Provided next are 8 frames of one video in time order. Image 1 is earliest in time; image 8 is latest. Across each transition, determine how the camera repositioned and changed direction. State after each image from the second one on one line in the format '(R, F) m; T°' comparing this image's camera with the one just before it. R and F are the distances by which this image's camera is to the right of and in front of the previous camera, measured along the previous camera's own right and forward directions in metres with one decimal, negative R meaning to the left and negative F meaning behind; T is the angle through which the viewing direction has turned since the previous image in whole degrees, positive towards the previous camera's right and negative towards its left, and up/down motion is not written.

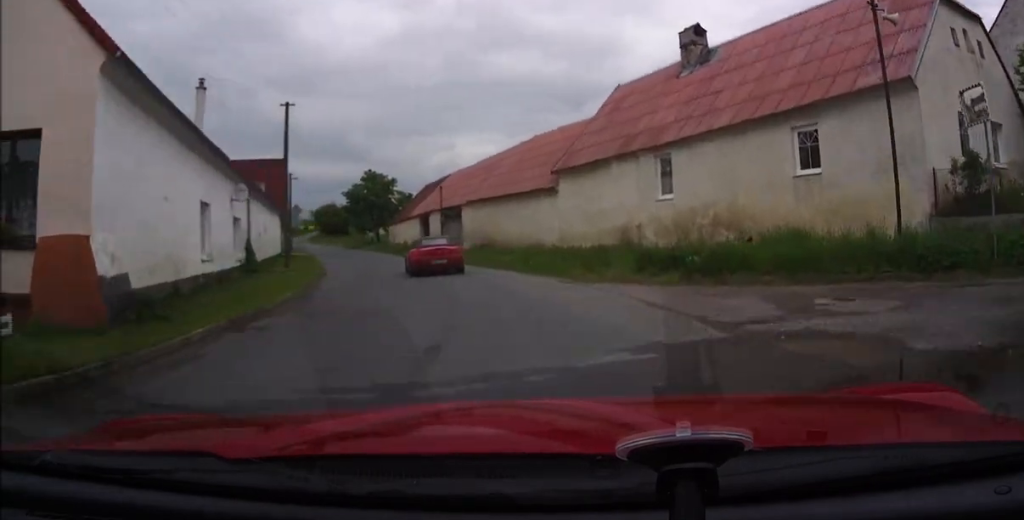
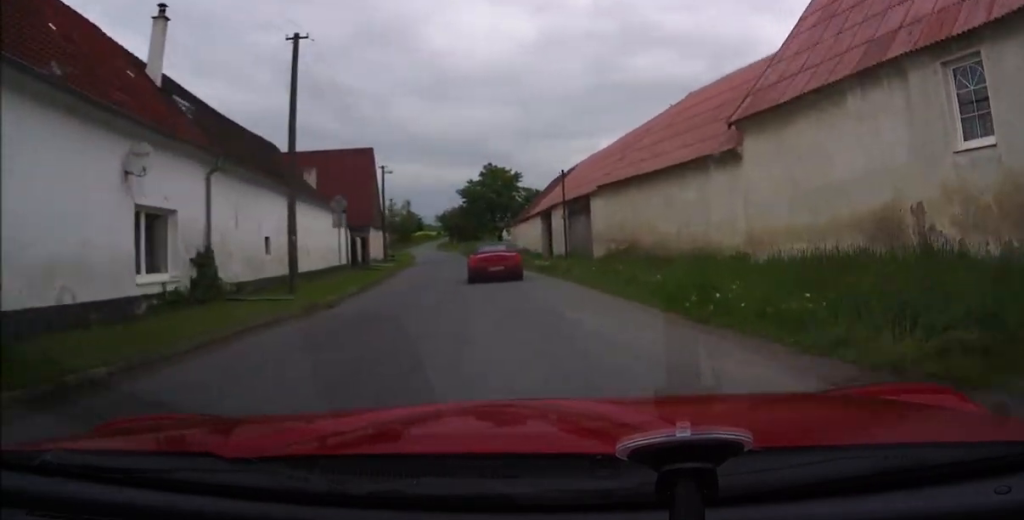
(+0.3, +12.0) m; -2°
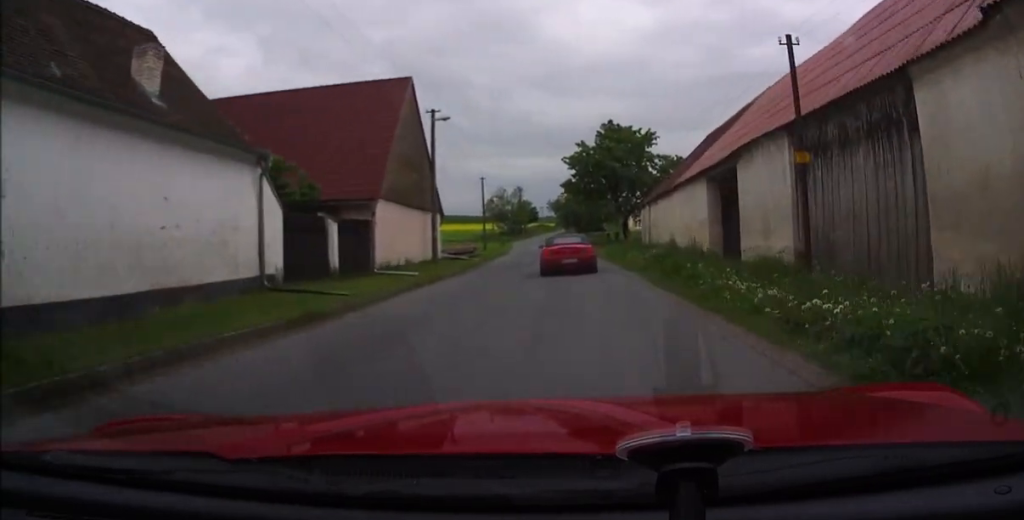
(-1.7, +19.8) m; -12°
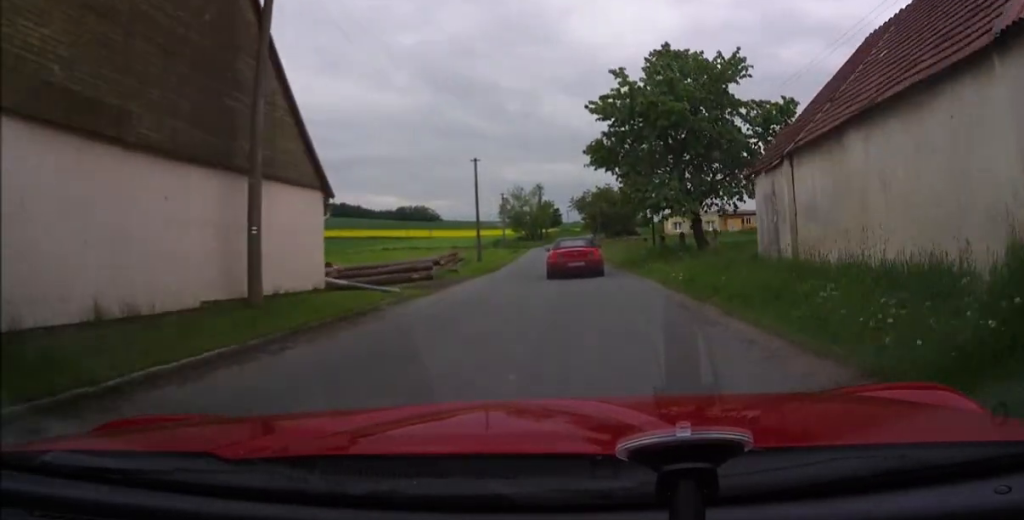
(-1.8, +19.8) m; -7°
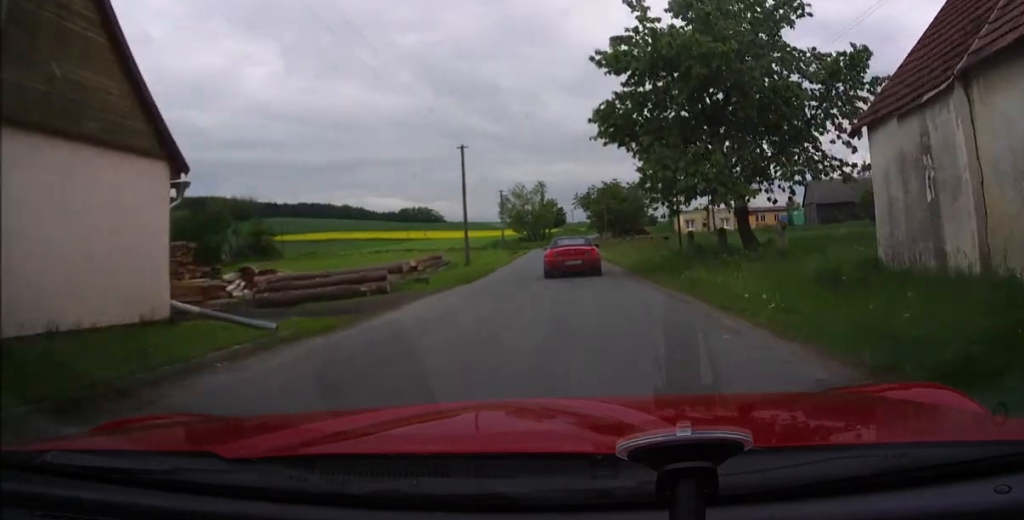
(-0.1, +7.0) m; -1°
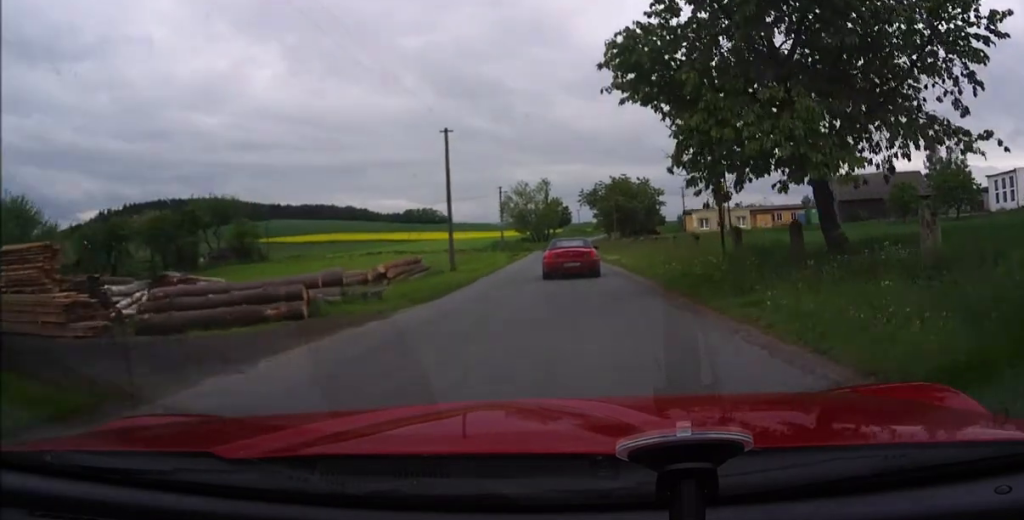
(-0.1, +6.6) m; -1°
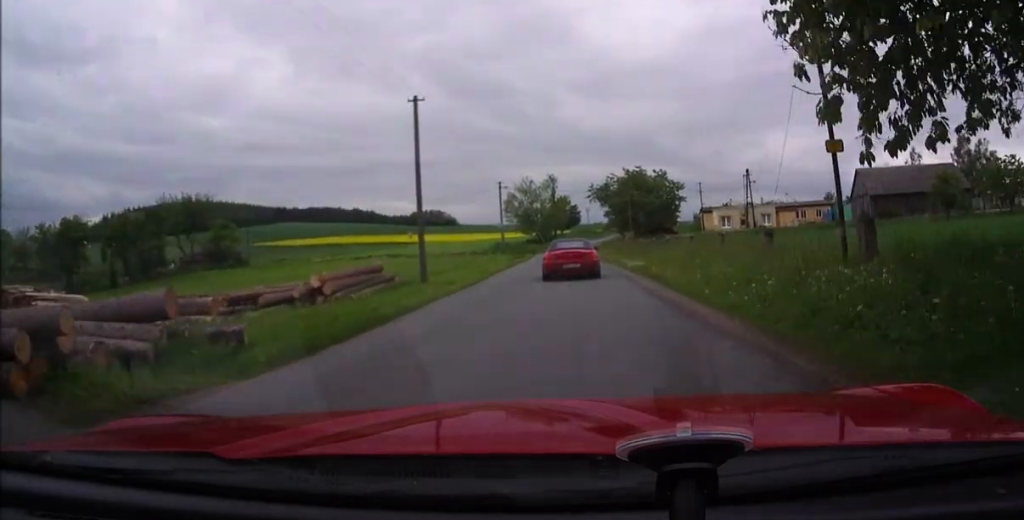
(0.0, +8.2) m; -1°
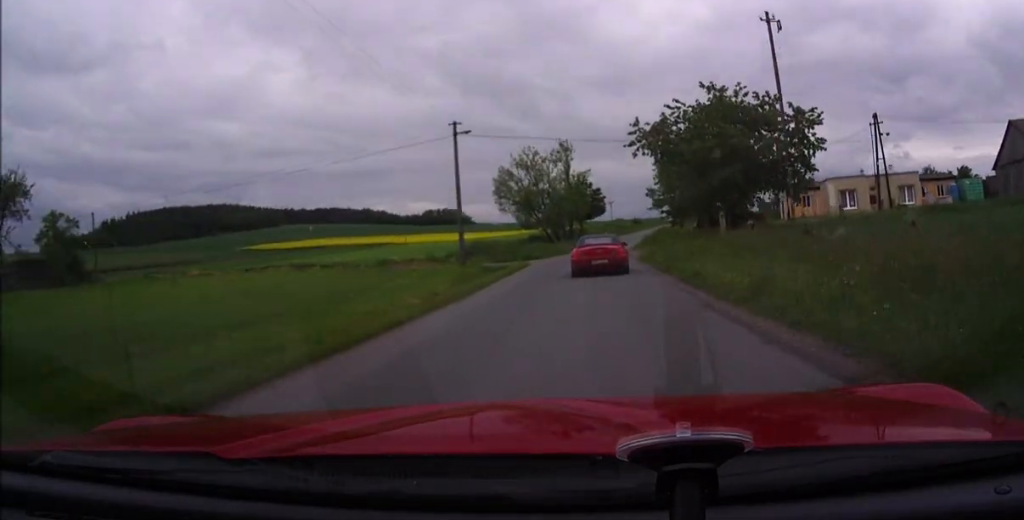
(-0.8, +33.4) m; -2°
